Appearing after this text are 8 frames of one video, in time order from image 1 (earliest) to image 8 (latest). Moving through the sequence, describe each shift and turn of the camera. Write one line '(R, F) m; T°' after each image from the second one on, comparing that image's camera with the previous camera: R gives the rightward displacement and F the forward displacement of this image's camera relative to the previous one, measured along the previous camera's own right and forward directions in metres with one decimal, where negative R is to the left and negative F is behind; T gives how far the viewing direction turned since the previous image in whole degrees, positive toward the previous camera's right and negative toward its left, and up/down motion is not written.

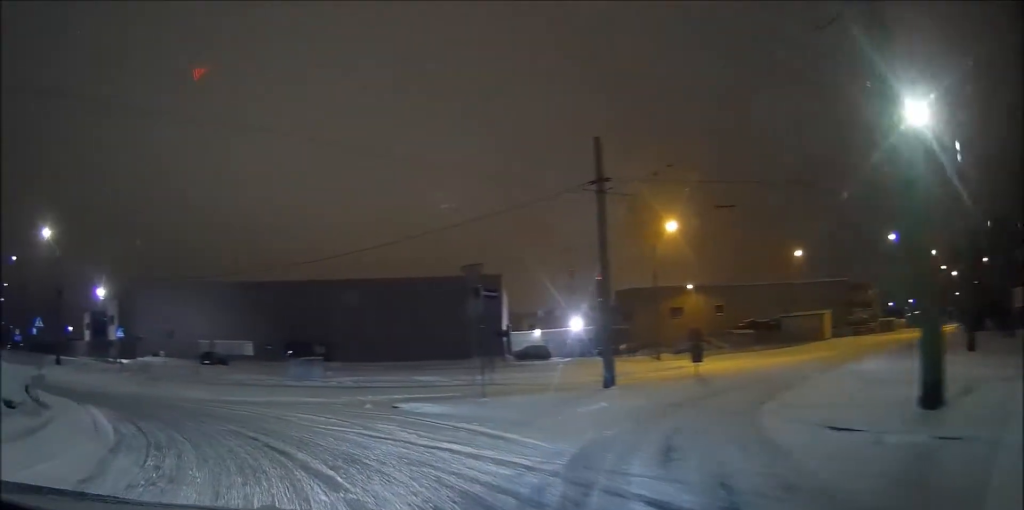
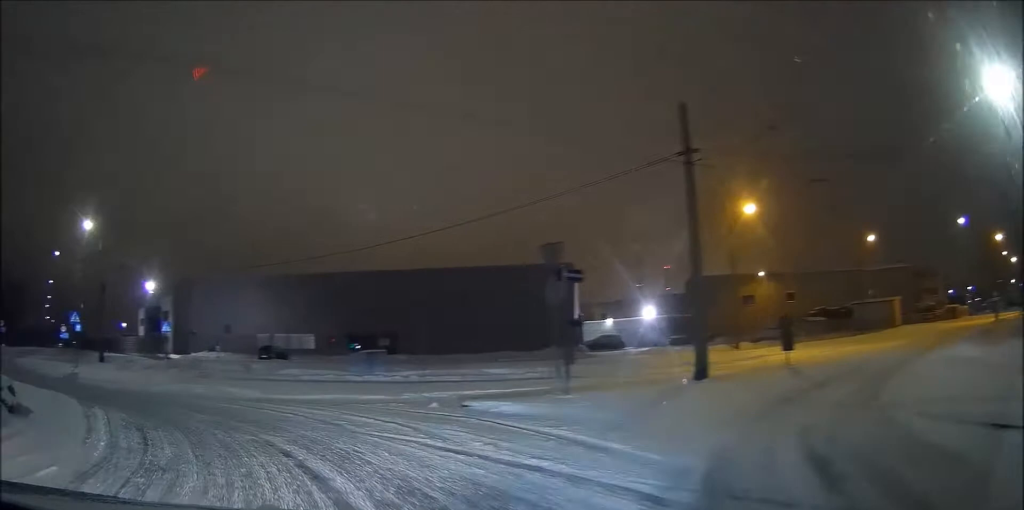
(-0.1, +2.3) m; -3°
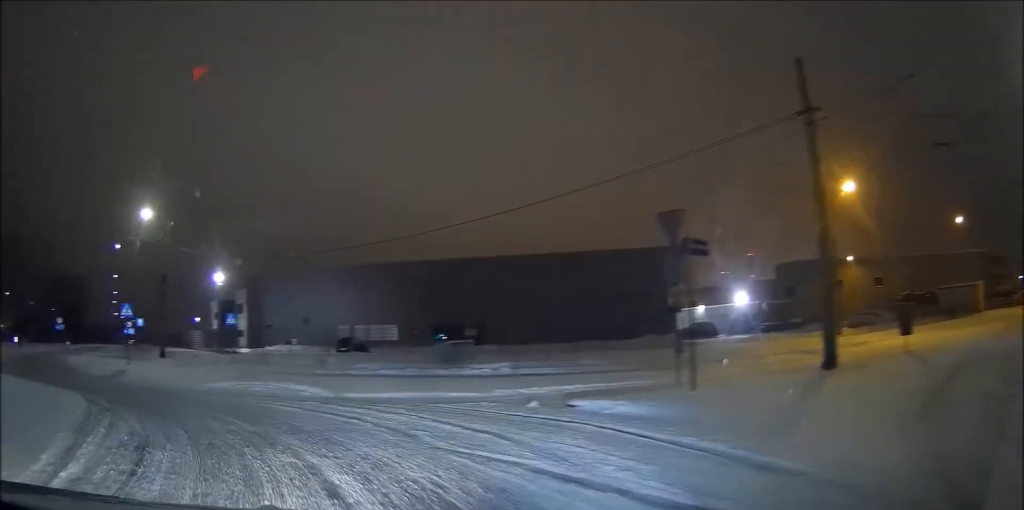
(+0.1, +2.8) m; -6°
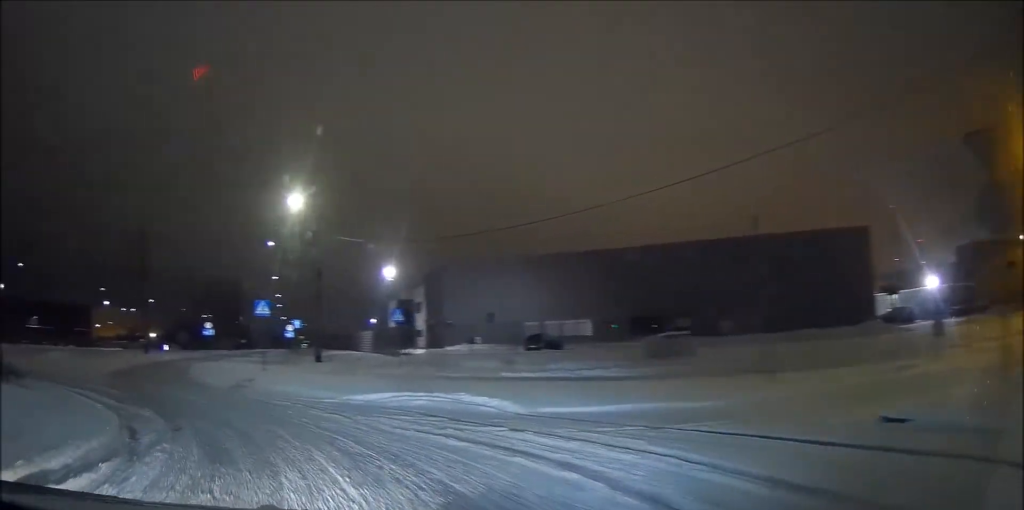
(-0.7, +5.2) m; -18°
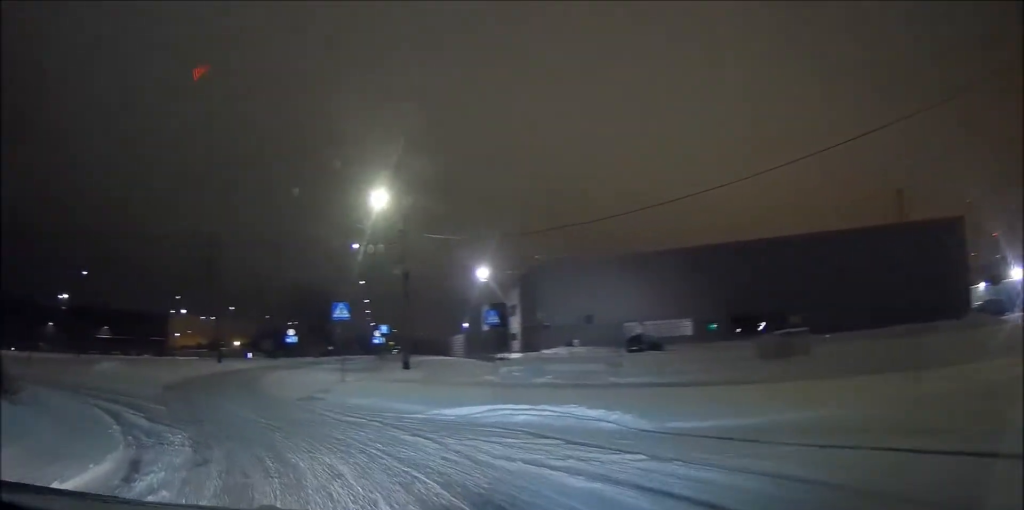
(-0.3, +2.6) m; -6°
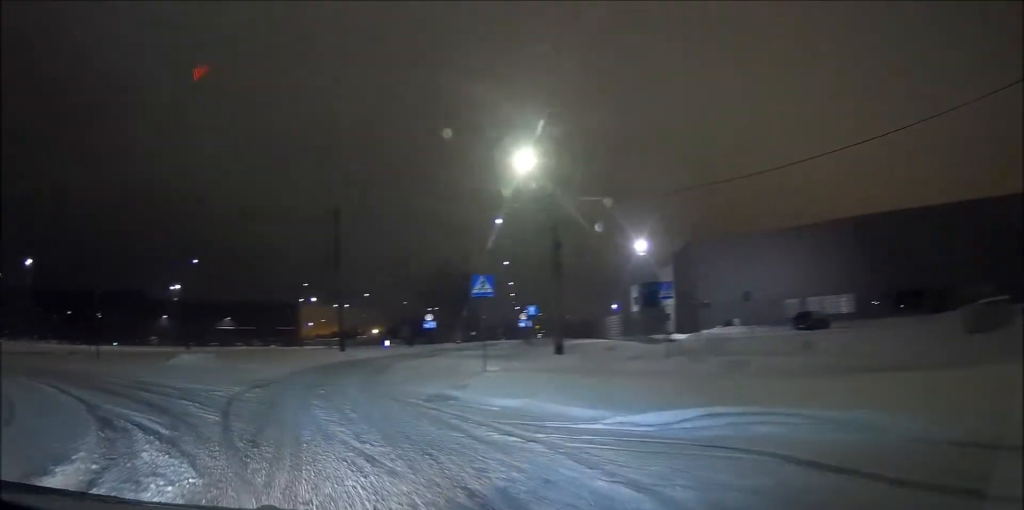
(-0.5, +4.8) m; -12°
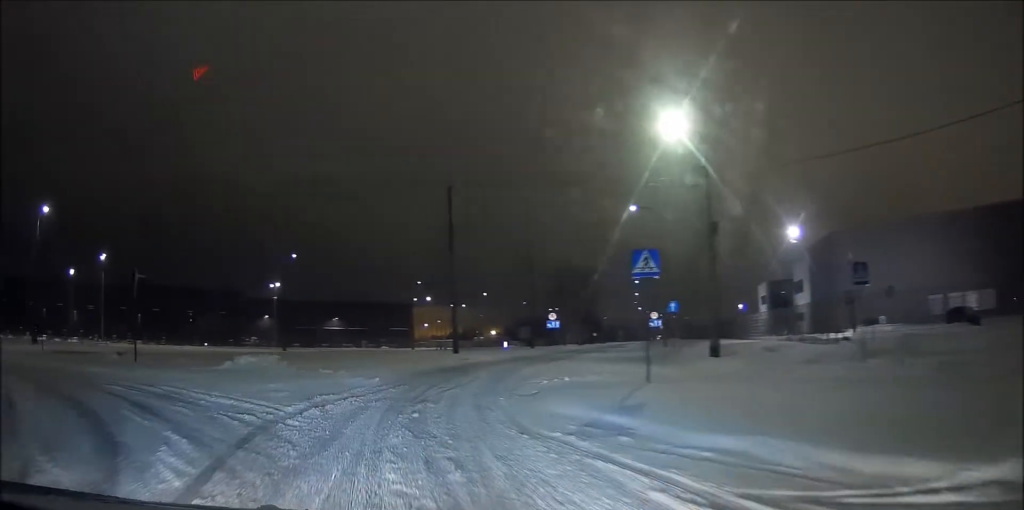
(-0.7, +5.6) m; -13°
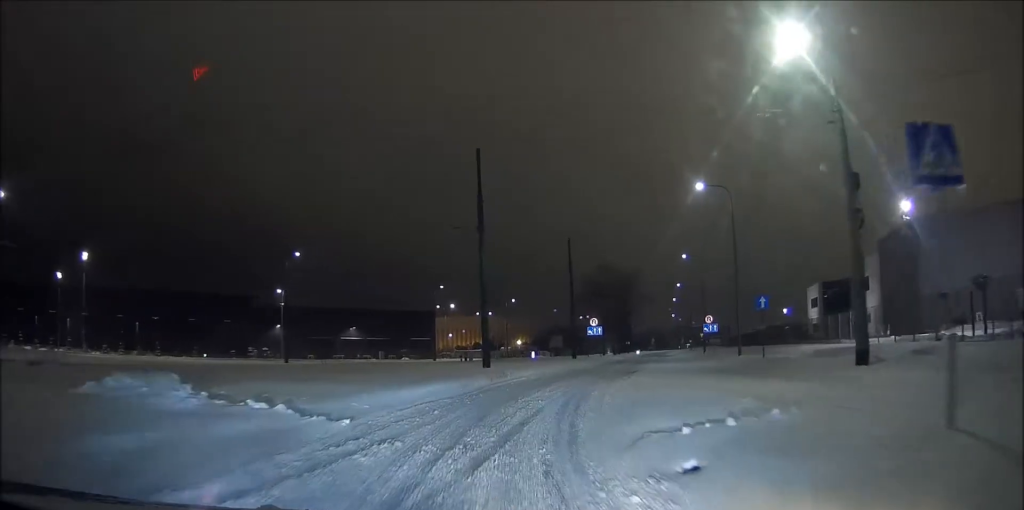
(-0.9, +9.3) m; -7°
